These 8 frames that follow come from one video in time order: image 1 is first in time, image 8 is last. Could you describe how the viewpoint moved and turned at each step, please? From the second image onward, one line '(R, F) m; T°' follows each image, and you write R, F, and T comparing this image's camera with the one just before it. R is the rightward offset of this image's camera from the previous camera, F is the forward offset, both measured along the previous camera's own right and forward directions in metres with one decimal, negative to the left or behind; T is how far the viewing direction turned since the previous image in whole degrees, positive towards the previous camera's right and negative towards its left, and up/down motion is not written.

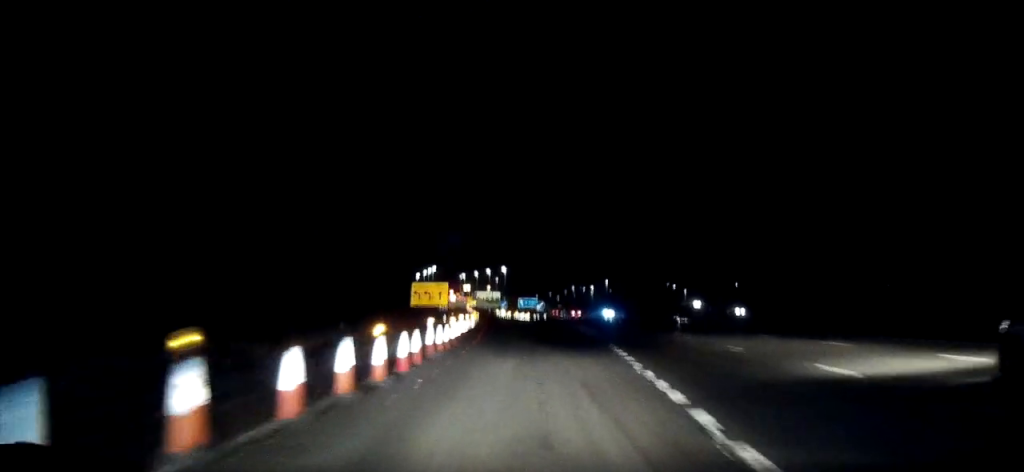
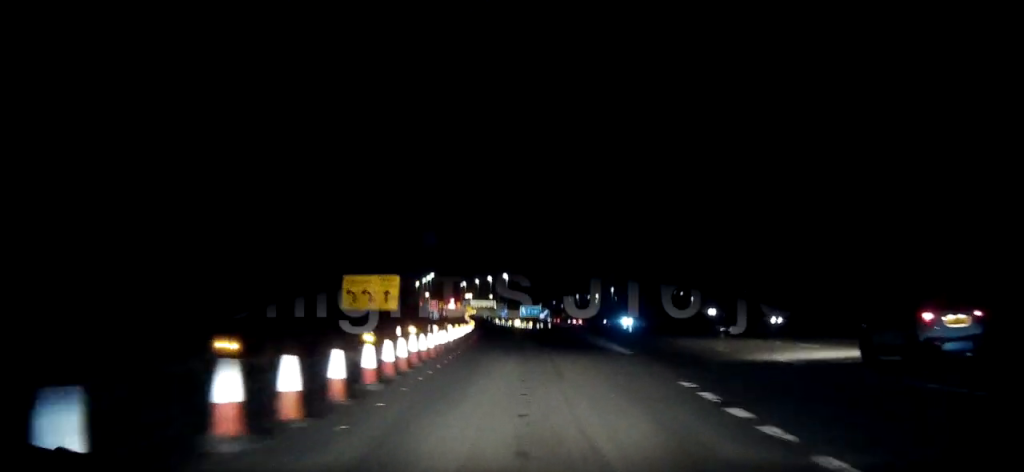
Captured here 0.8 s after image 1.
(+0.1, +13.6) m; 0°
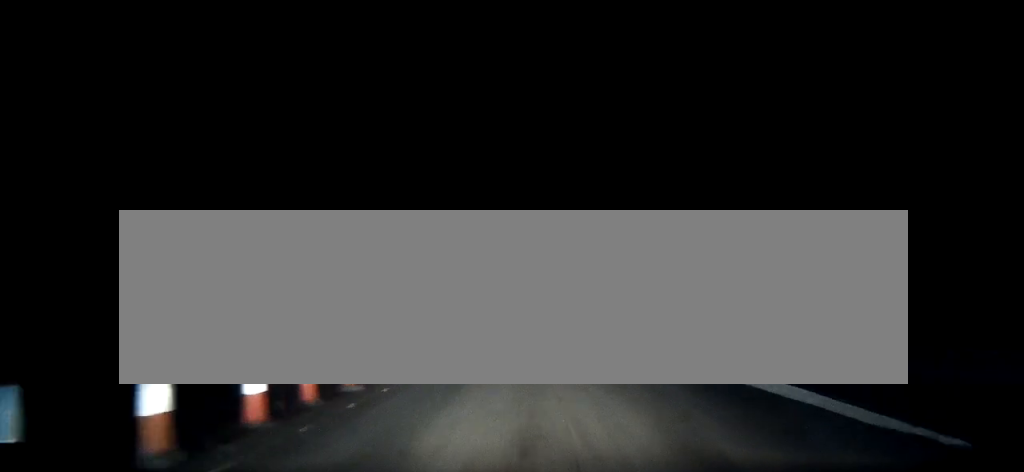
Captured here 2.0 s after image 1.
(0.0, +20.6) m; -1°
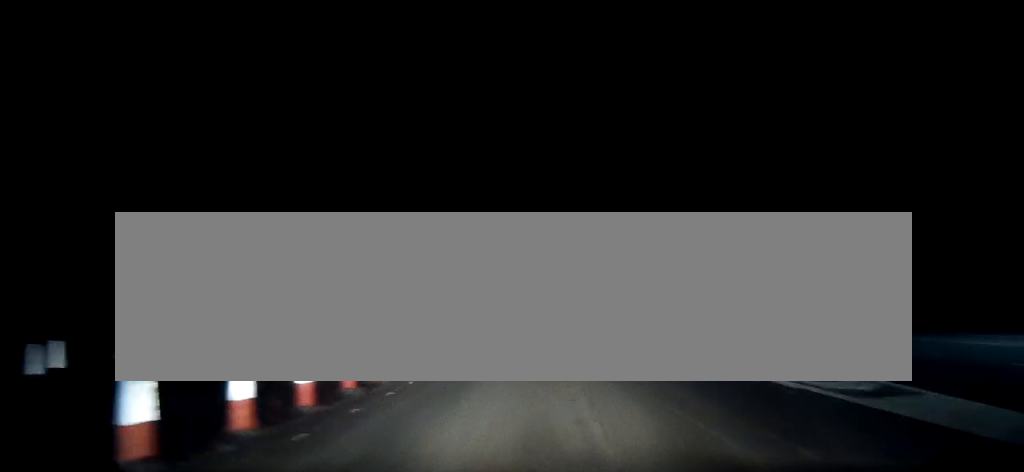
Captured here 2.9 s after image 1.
(-0.2, +14.5) m; -2°
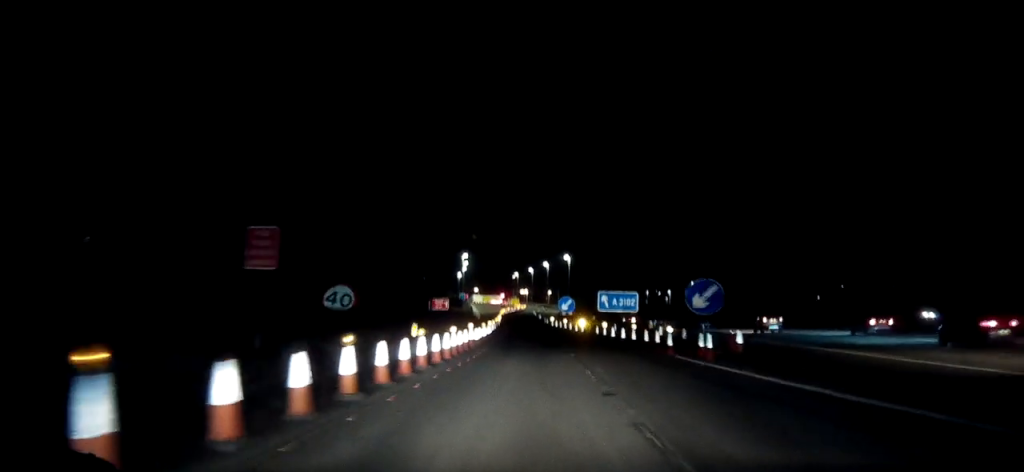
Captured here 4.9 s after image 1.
(-1.2, +31.5) m; -3°
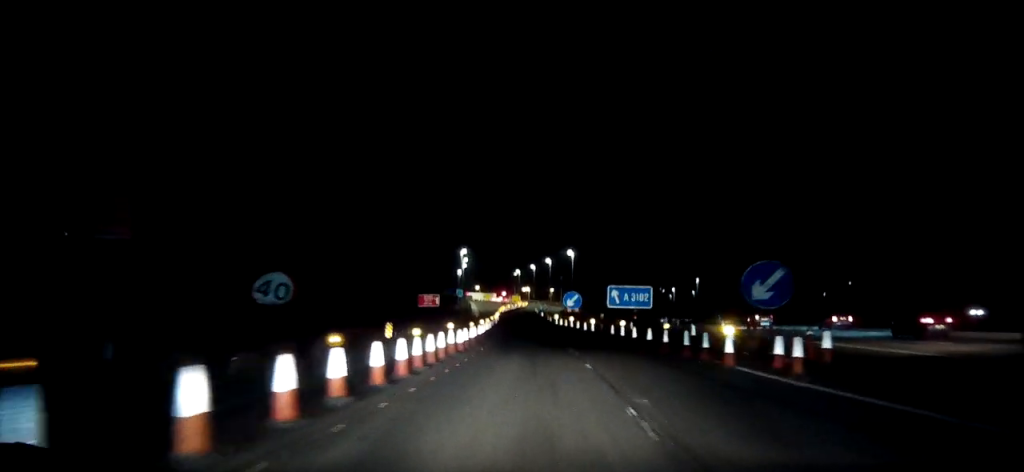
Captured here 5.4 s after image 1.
(0.0, +7.5) m; 0°
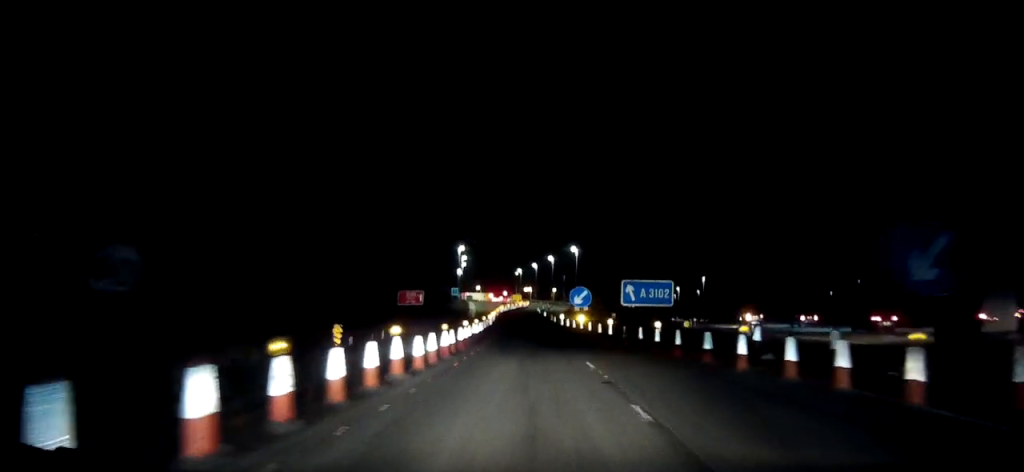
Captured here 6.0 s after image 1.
(0.0, +9.0) m; 0°
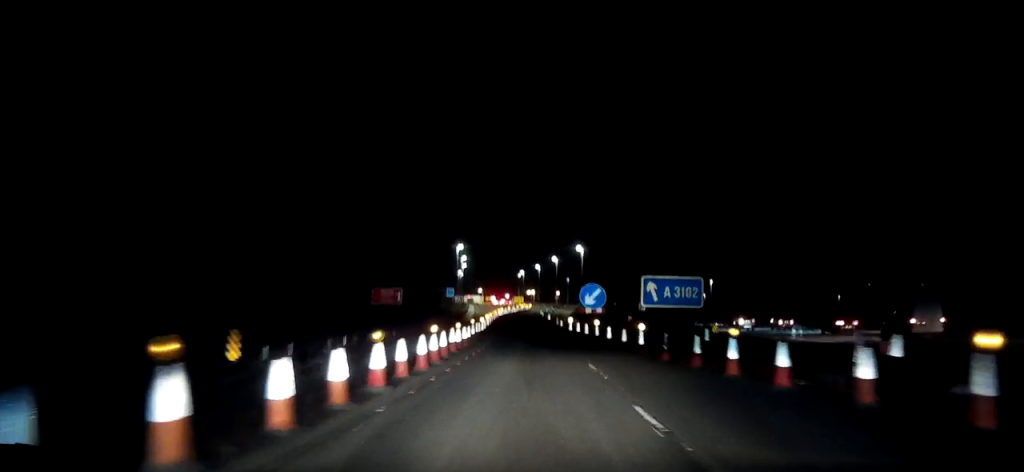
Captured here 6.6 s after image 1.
(0.0, +8.9) m; 0°
